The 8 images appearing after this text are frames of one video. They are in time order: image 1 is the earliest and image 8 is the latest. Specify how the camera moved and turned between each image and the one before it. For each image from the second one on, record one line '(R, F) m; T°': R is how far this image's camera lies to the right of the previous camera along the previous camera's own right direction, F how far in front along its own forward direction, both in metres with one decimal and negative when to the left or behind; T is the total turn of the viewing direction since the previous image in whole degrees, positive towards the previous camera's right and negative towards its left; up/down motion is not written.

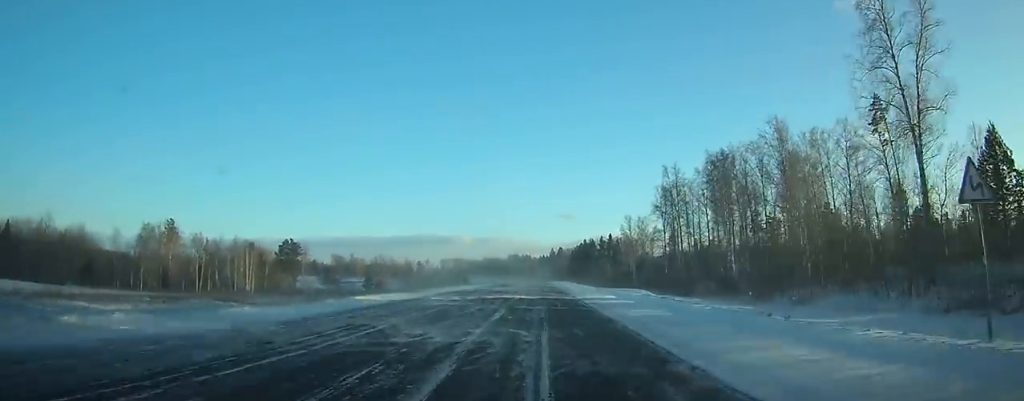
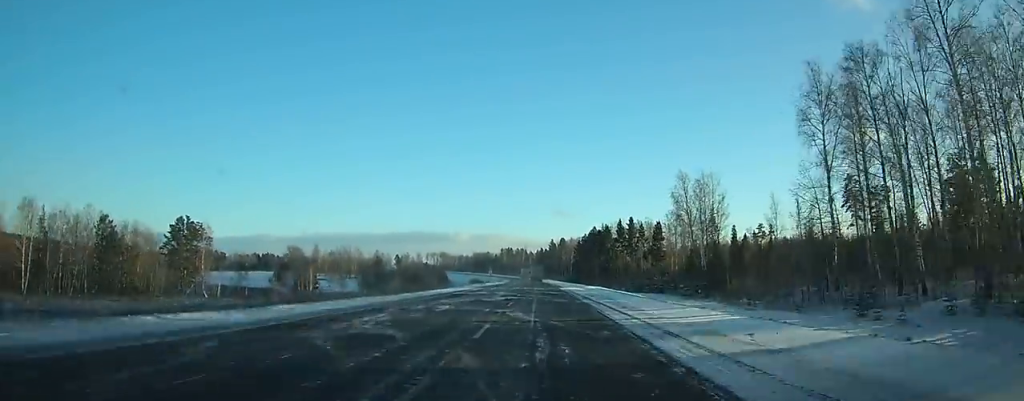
(+0.4, +76.8) m; 0°
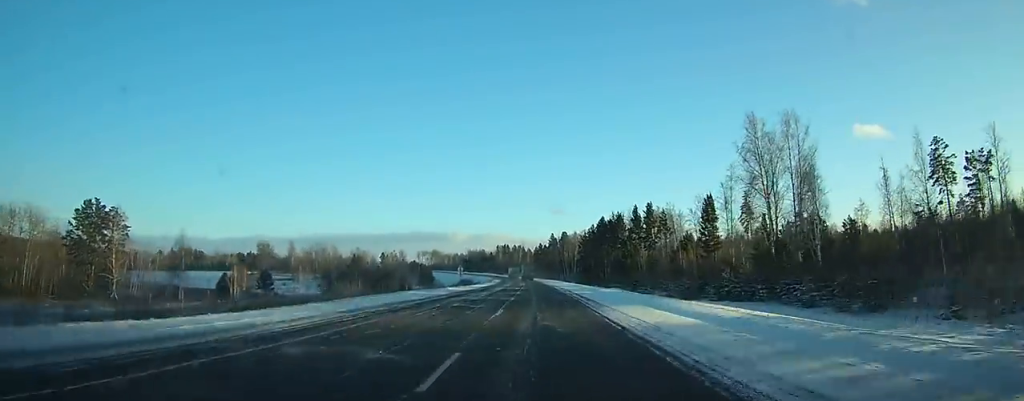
(0.0, +40.9) m; 0°
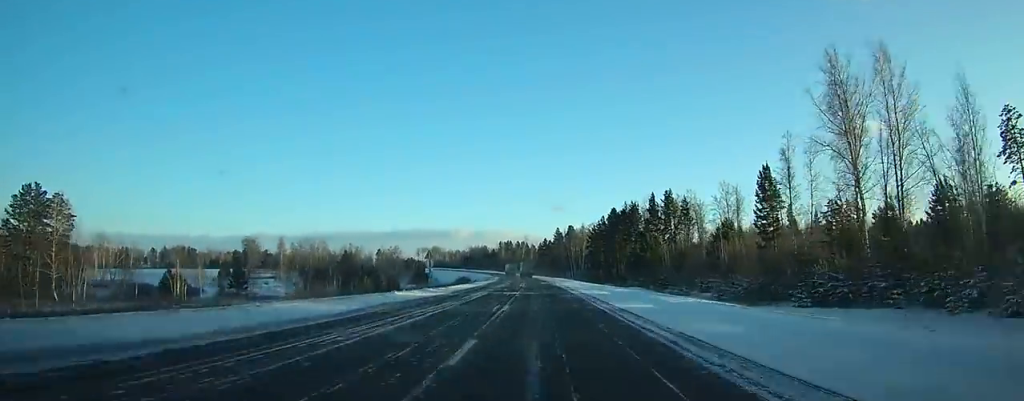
(+0.1, +22.1) m; 0°
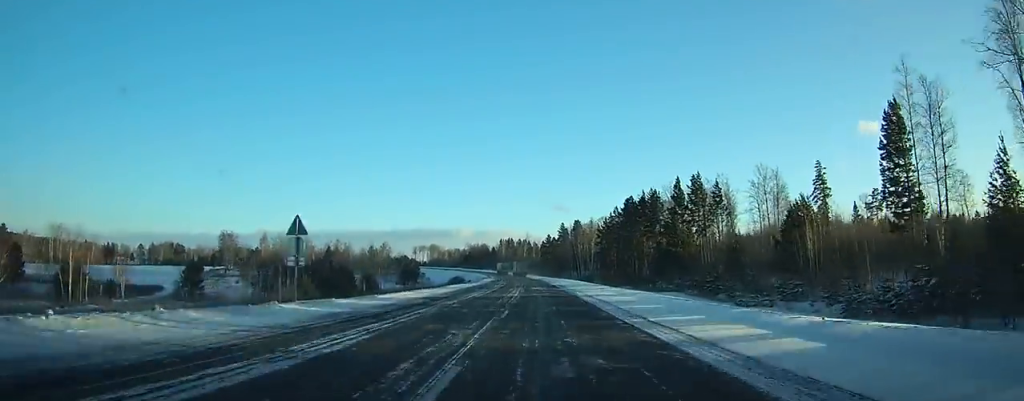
(-0.1, +26.9) m; -1°
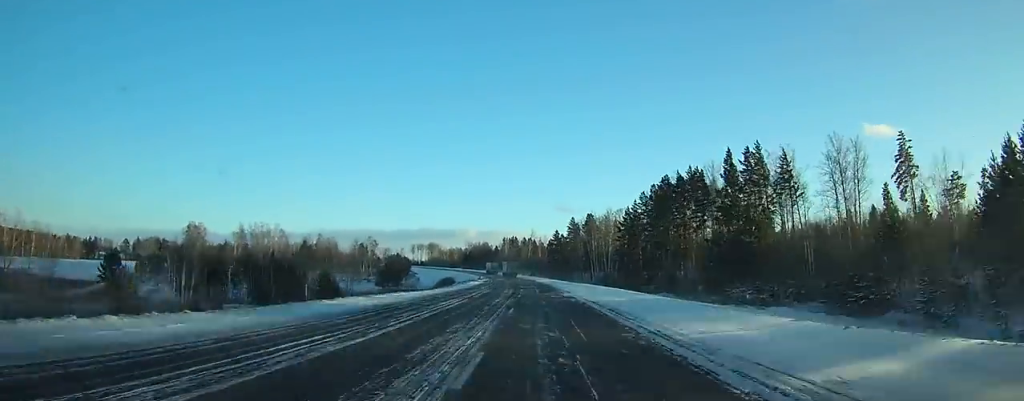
(-0.2, +34.8) m; -1°
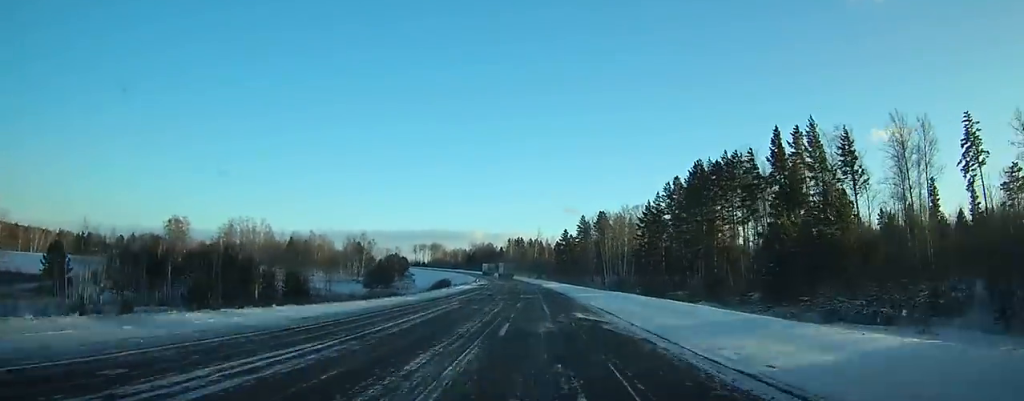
(-0.1, +18.9) m; -1°
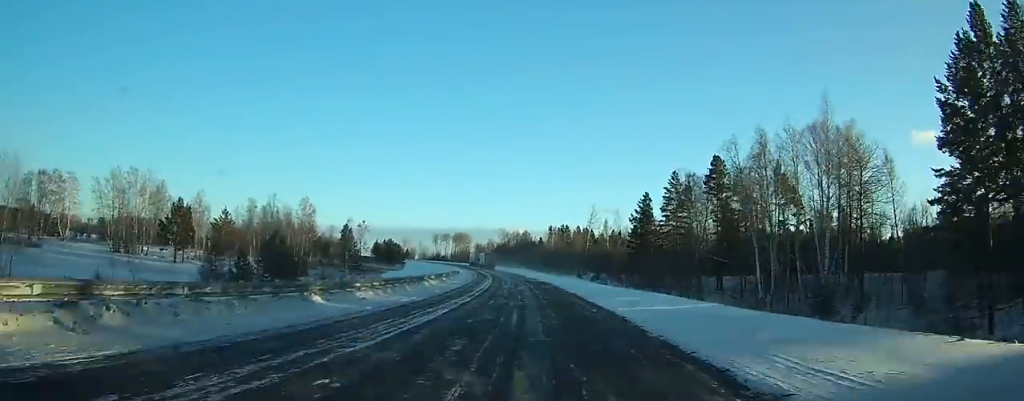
(-2.8, +92.9) m; -4°
